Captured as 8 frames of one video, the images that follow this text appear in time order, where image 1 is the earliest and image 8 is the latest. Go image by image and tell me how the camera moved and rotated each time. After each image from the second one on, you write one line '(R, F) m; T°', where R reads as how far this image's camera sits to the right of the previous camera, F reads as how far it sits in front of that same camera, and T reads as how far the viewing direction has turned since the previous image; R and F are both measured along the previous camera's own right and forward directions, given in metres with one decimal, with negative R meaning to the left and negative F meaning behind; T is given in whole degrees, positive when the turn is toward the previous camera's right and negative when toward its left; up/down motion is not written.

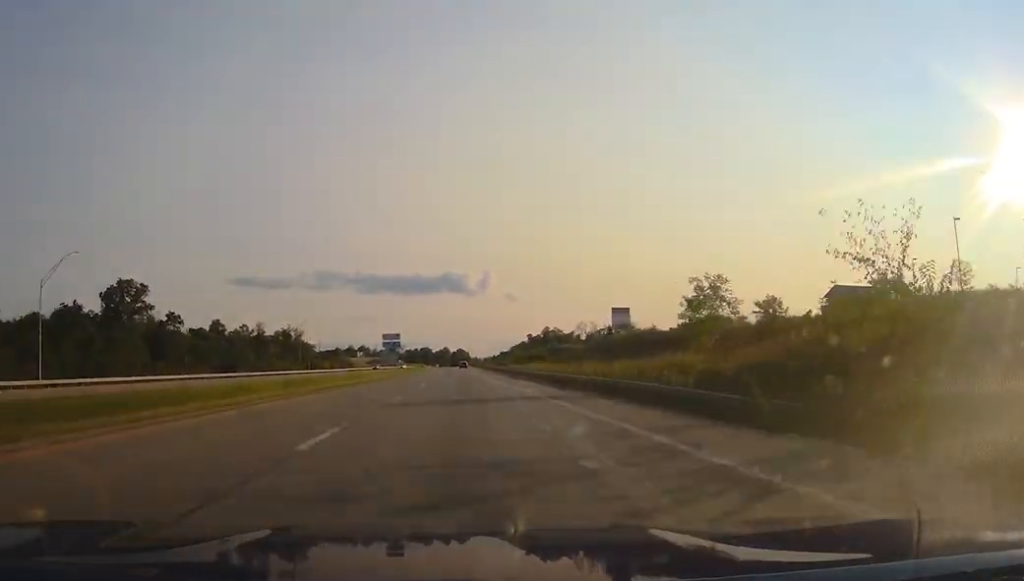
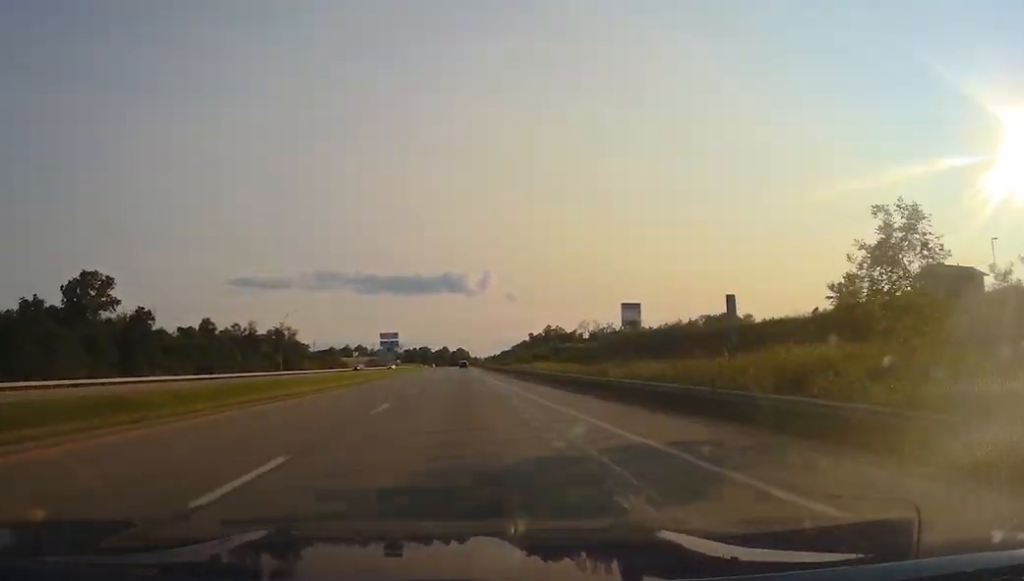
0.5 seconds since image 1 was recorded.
(0.0, +16.0) m; 0°
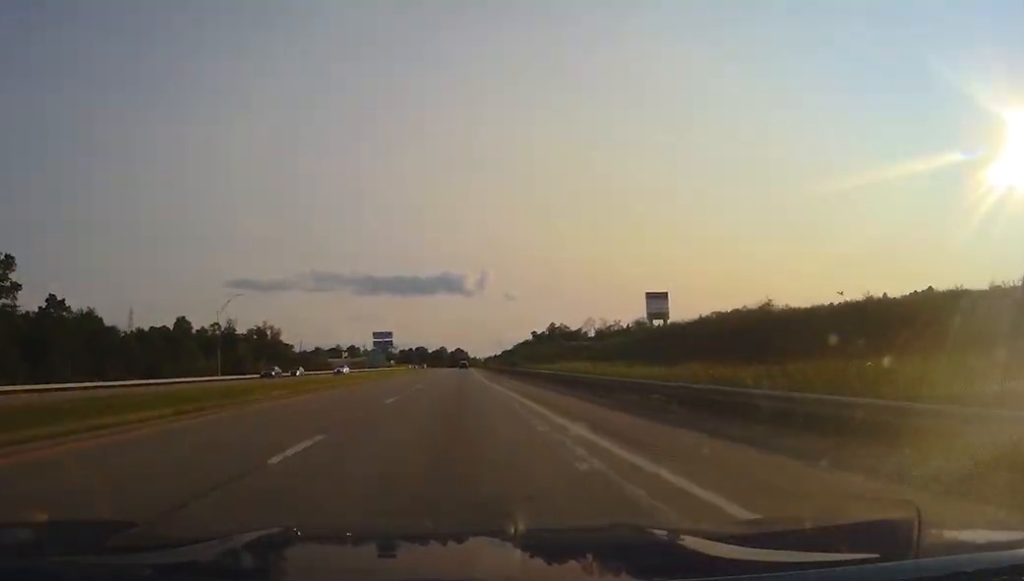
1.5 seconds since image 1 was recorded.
(0.0, +34.3) m; 0°
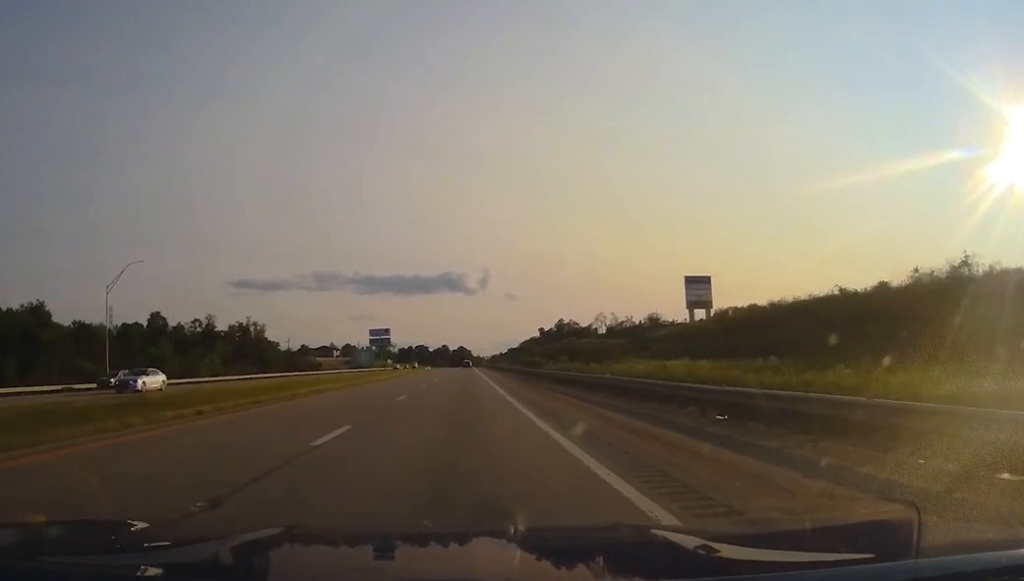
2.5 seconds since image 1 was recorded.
(-0.2, +34.5) m; 0°
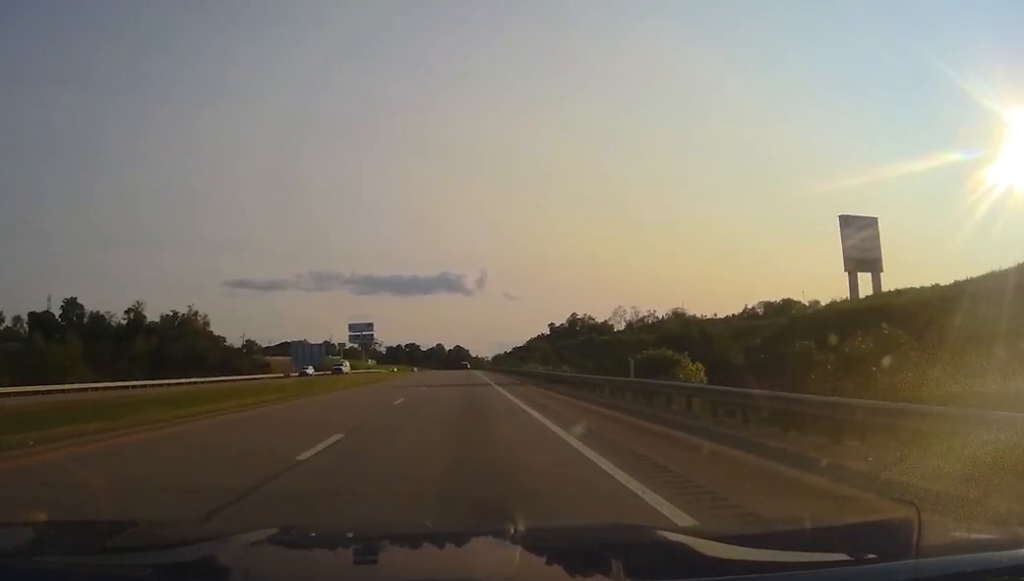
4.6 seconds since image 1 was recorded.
(+0.4, +75.0) m; 0°
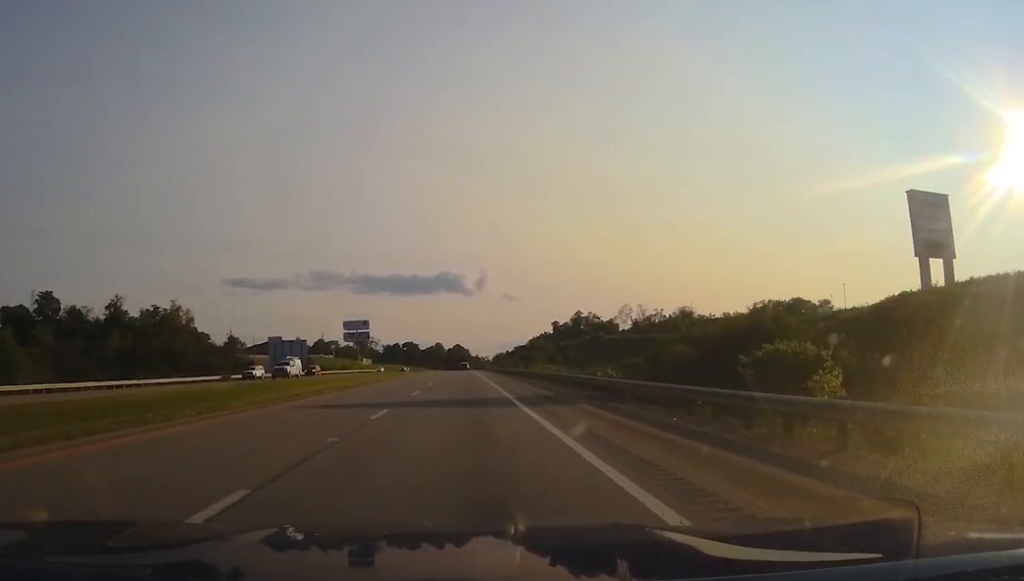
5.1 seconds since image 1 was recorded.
(-0.1, +17.4) m; 0°
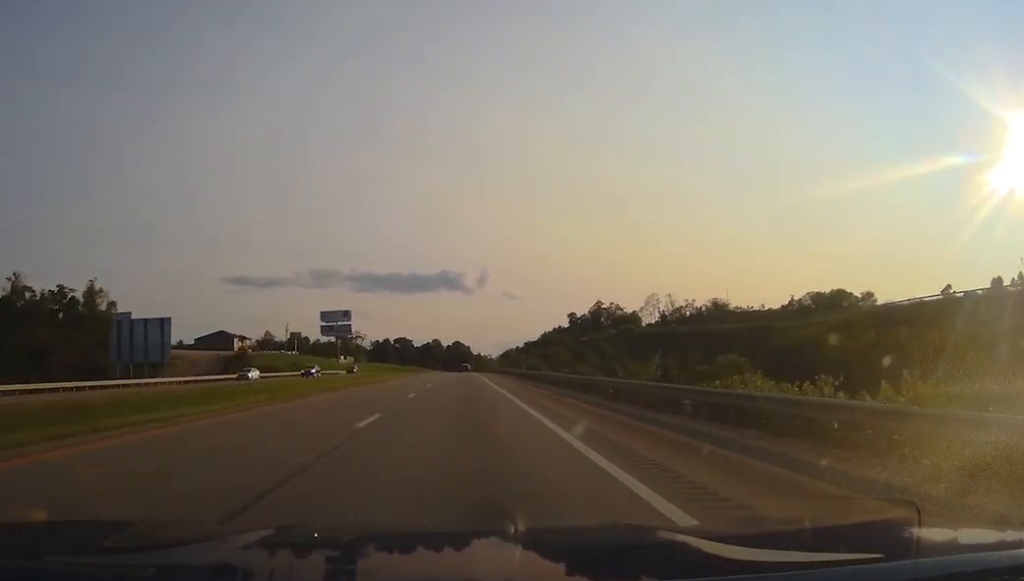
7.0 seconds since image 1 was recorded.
(+0.2, +63.7) m; 0°
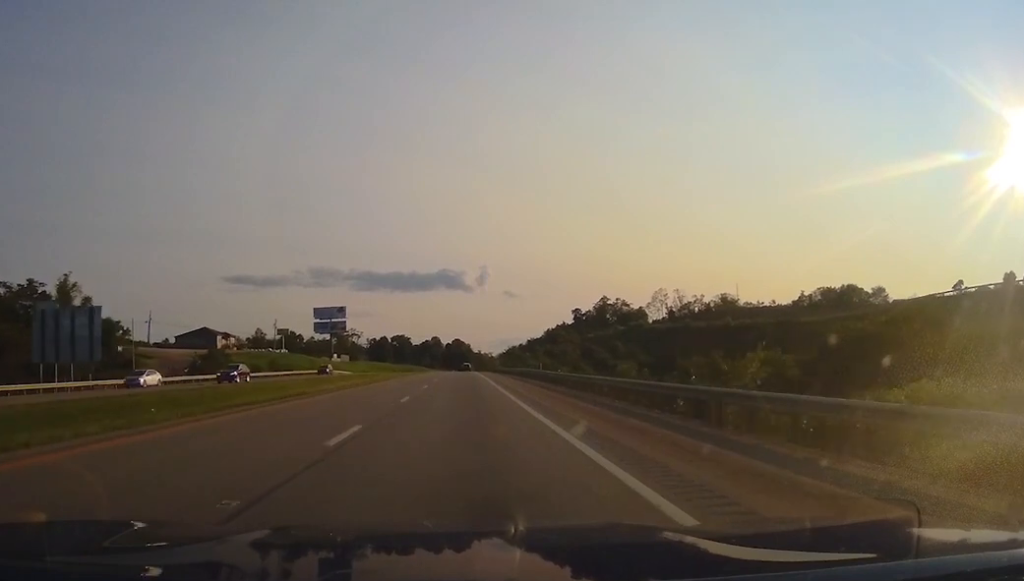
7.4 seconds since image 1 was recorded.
(+0.1, +15.1) m; 0°
